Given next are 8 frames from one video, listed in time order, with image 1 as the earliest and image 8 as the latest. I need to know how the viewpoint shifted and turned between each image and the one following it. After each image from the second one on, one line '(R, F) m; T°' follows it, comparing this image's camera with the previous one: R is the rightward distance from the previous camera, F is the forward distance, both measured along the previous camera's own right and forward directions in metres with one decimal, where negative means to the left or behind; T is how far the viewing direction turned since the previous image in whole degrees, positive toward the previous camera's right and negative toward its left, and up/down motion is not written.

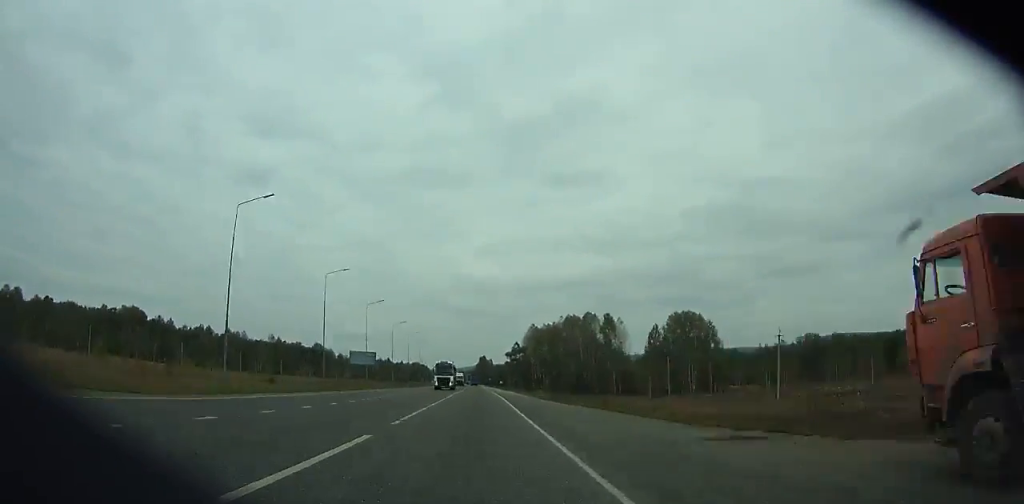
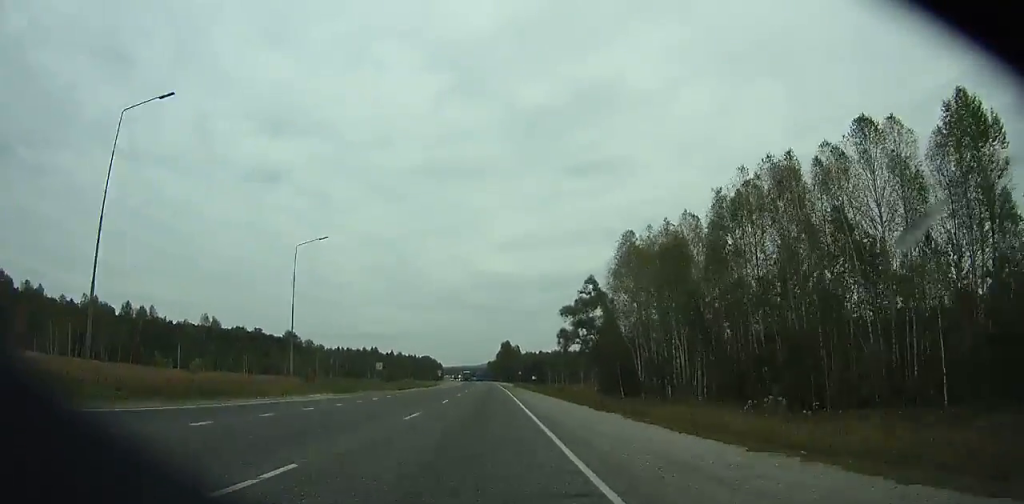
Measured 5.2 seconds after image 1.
(-2.4, +112.0) m; -2°
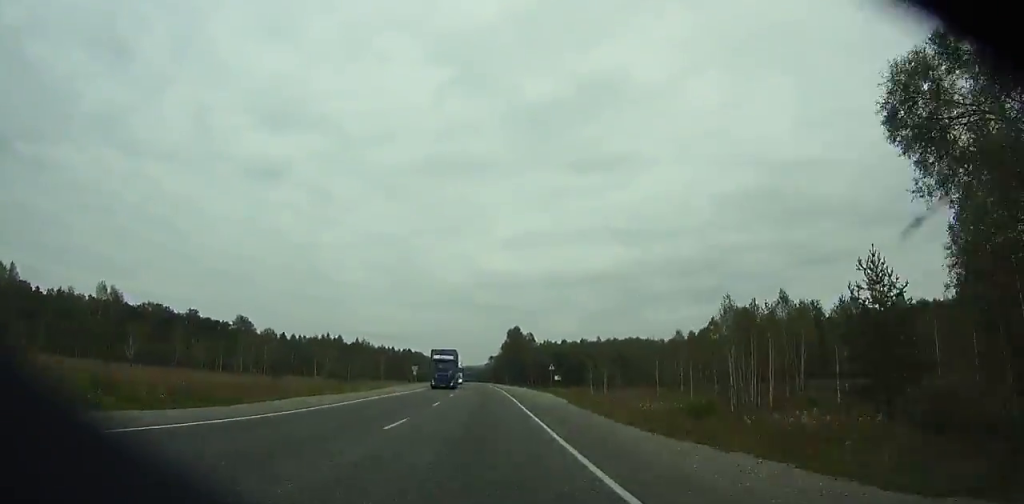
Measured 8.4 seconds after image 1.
(-0.4, +73.8) m; -1°
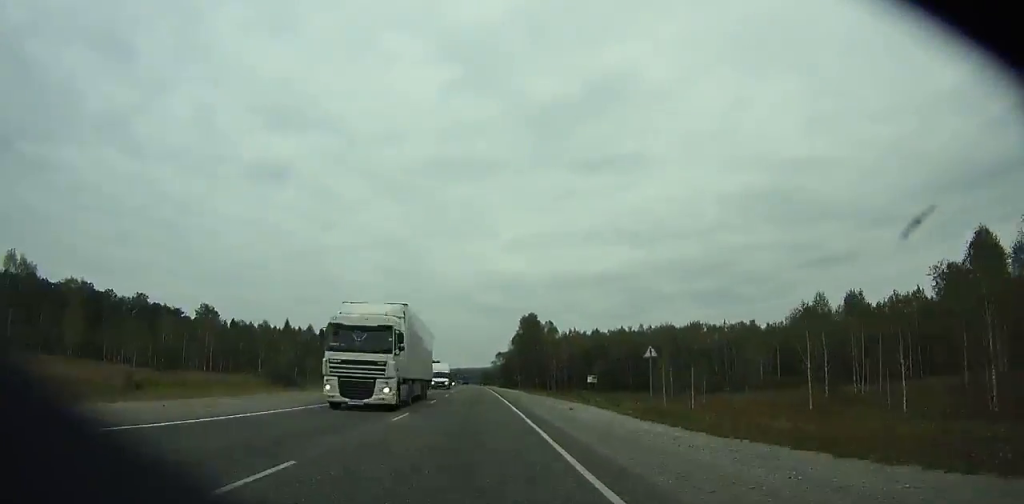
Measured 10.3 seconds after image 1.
(-0.2, +45.3) m; -1°
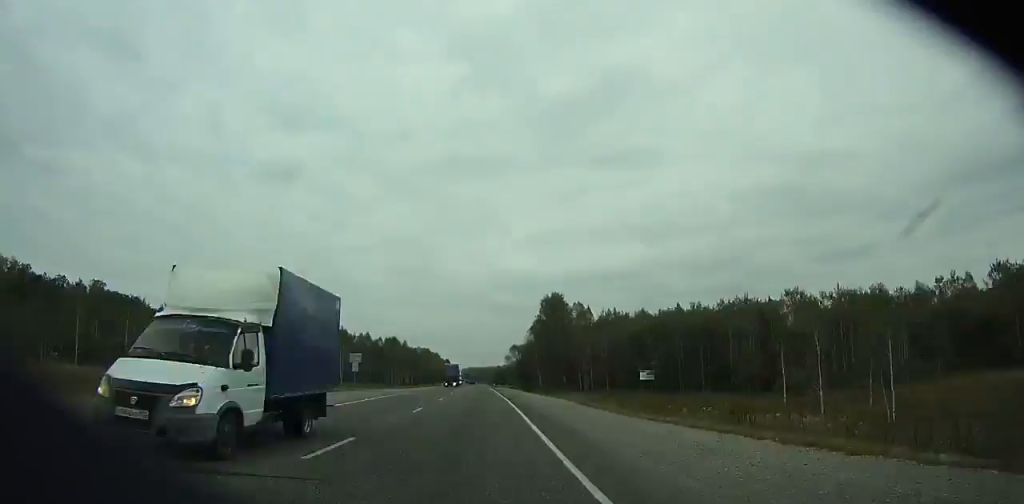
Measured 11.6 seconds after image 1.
(+0.2, +31.1) m; -1°
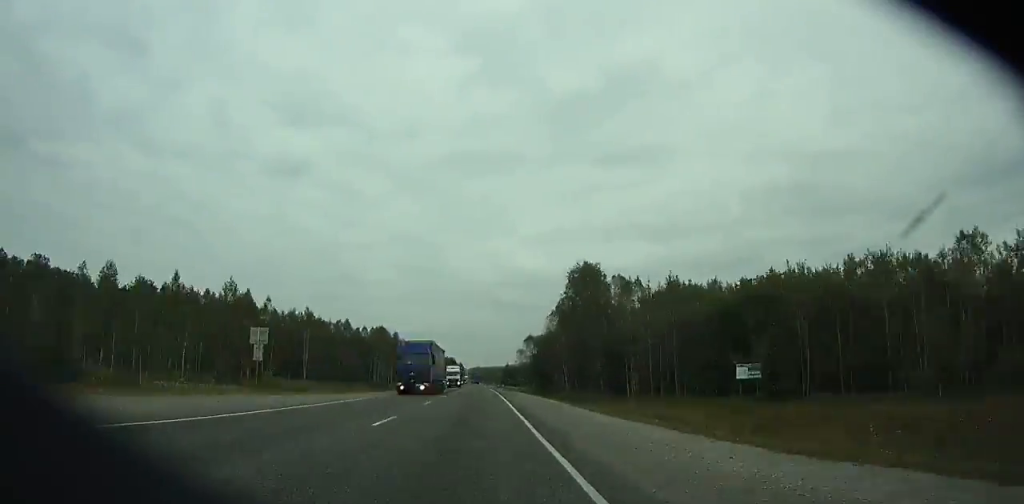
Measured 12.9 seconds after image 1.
(-0.5, +31.6) m; -1°
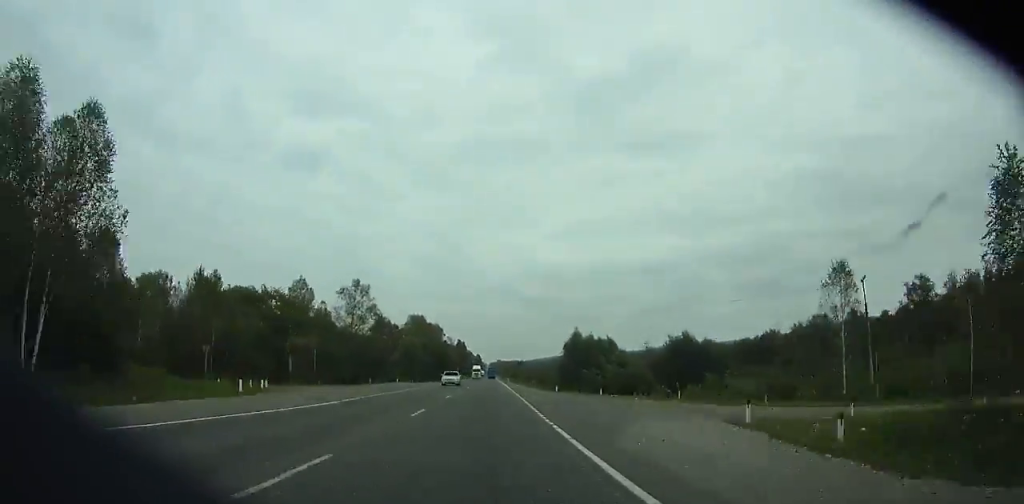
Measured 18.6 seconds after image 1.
(-3.7, +139.3) m; -2°
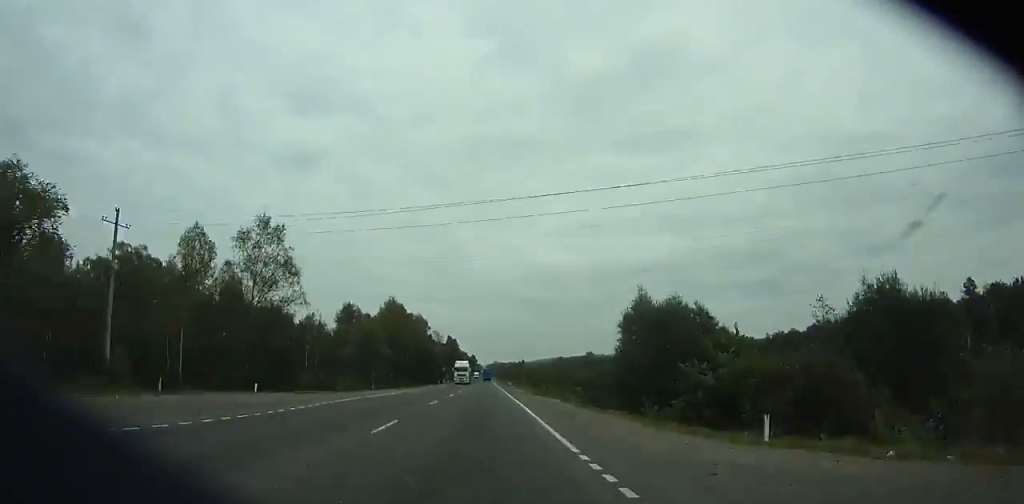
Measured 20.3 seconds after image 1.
(+0.1, +41.6) m; 0°
